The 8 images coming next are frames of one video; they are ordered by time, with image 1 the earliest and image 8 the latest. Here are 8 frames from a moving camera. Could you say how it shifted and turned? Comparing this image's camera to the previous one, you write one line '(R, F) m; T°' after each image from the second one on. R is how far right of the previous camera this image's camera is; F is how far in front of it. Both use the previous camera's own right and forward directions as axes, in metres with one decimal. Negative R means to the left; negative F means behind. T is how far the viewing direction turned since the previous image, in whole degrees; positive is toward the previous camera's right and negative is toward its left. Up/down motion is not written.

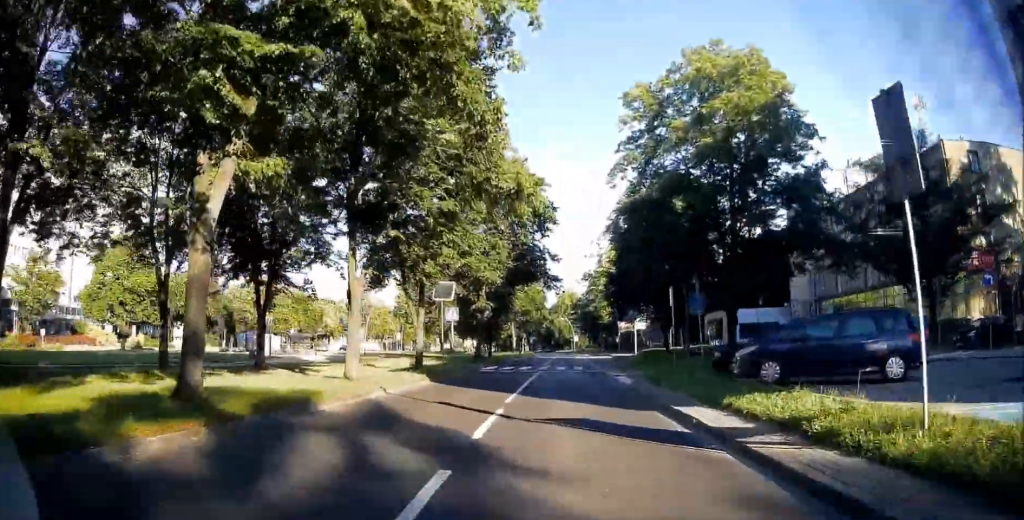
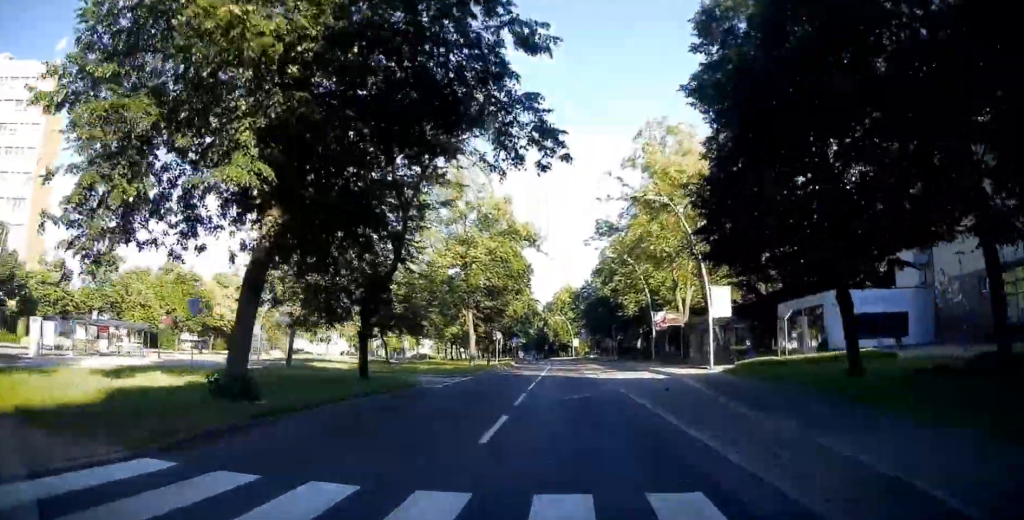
(-0.3, +36.9) m; +1°
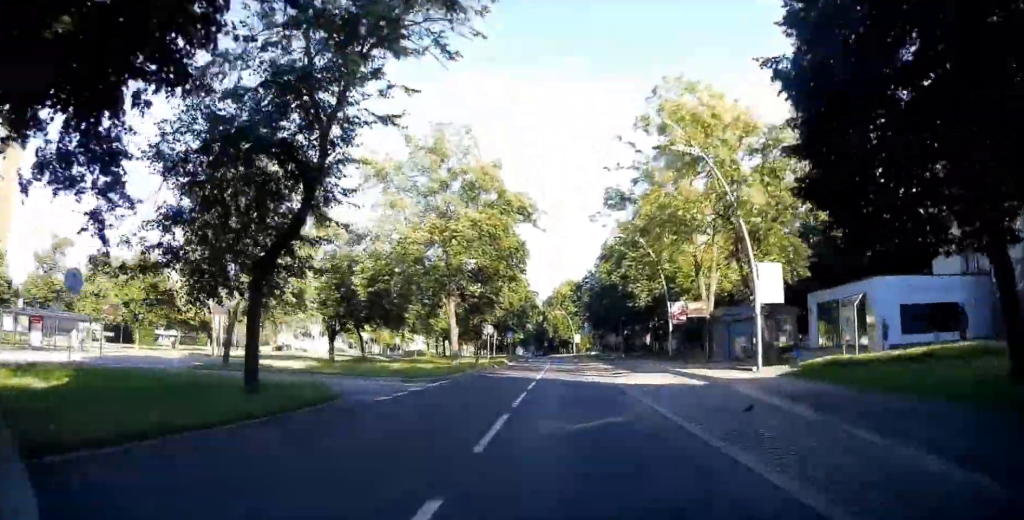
(+0.1, +6.7) m; +1°
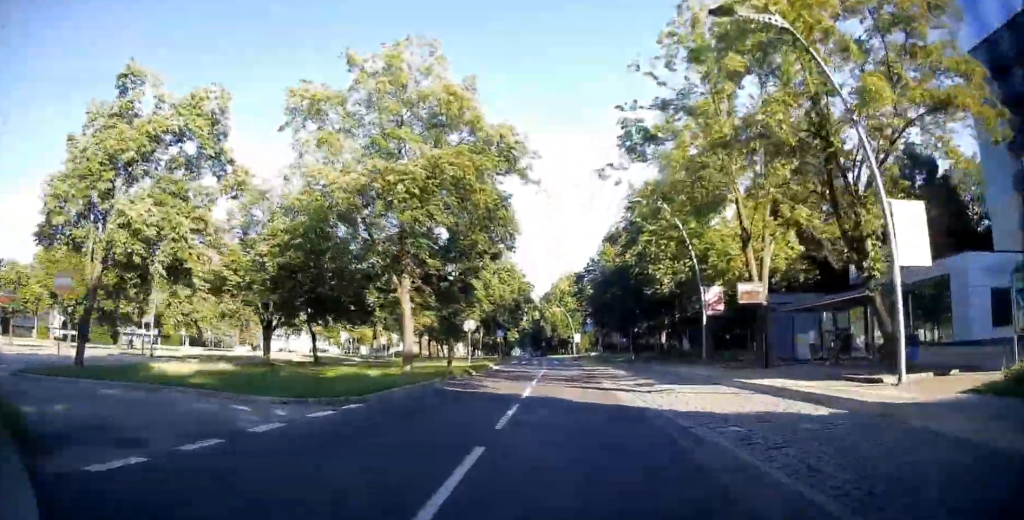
(+0.1, +8.2) m; 0°
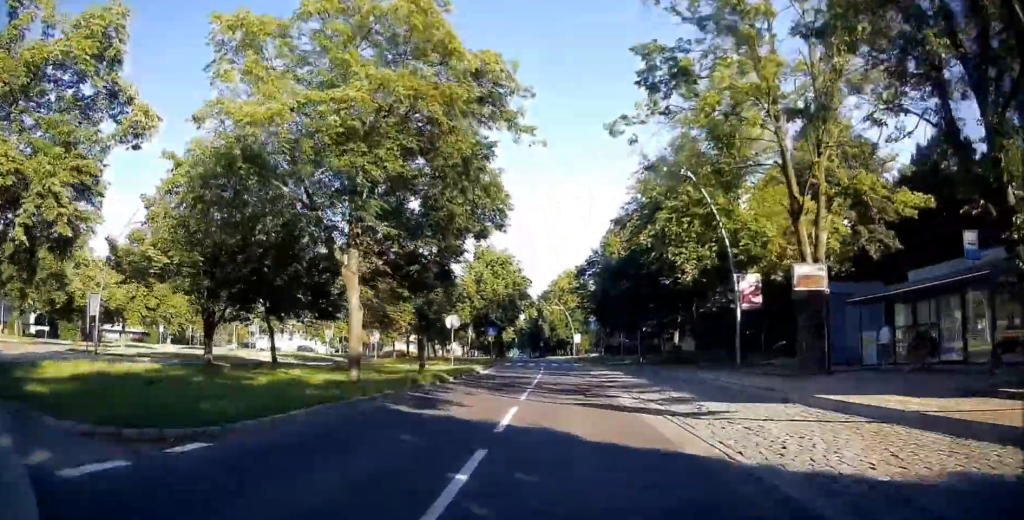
(0.0, +4.7) m; 0°
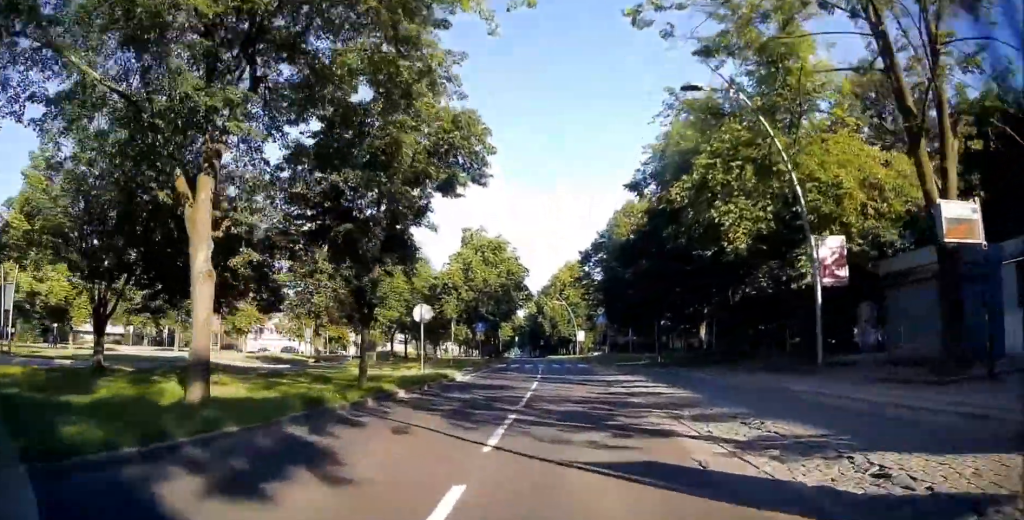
(0.0, +6.0) m; -1°
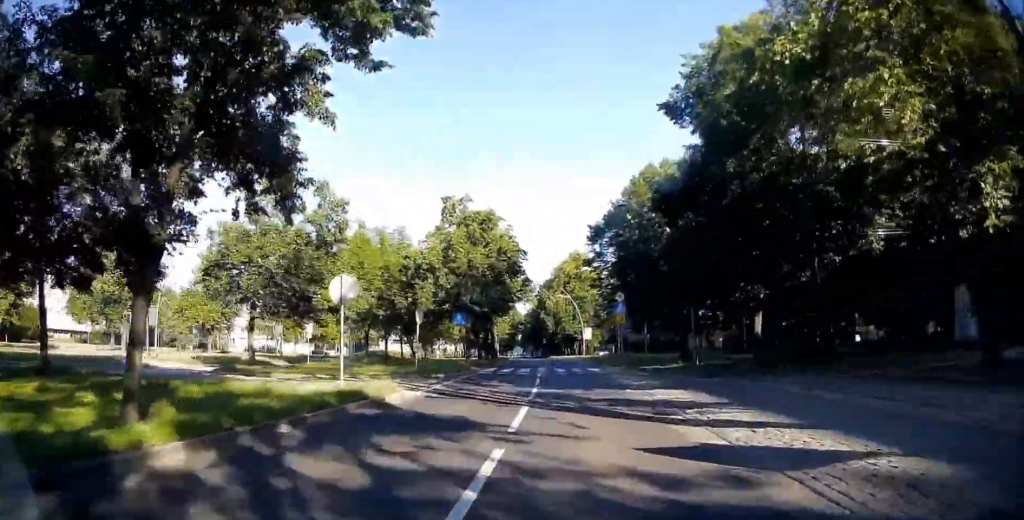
(-0.1, +8.6) m; 0°
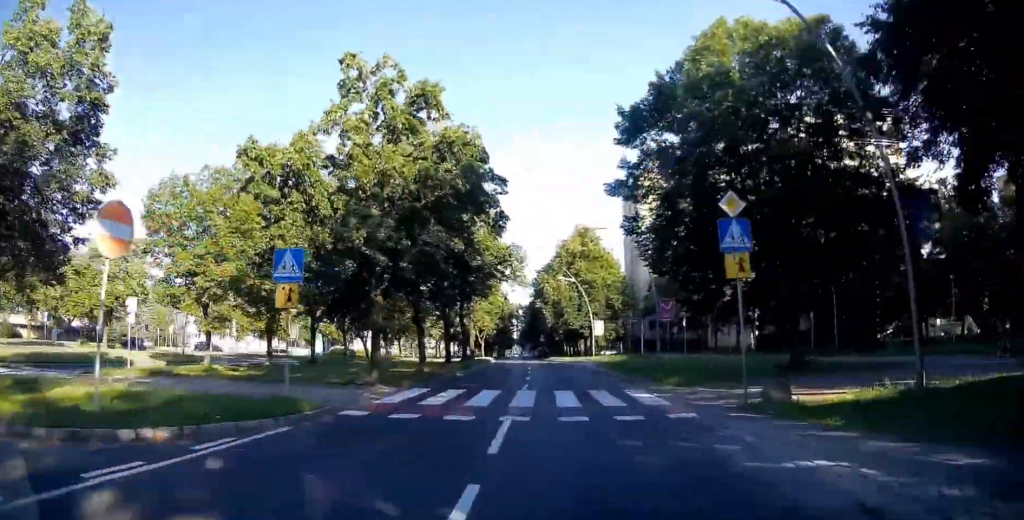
(+0.3, +18.9) m; +1°
